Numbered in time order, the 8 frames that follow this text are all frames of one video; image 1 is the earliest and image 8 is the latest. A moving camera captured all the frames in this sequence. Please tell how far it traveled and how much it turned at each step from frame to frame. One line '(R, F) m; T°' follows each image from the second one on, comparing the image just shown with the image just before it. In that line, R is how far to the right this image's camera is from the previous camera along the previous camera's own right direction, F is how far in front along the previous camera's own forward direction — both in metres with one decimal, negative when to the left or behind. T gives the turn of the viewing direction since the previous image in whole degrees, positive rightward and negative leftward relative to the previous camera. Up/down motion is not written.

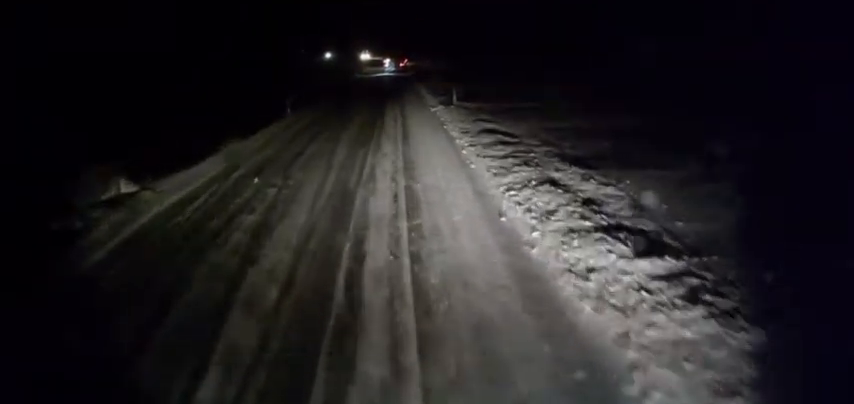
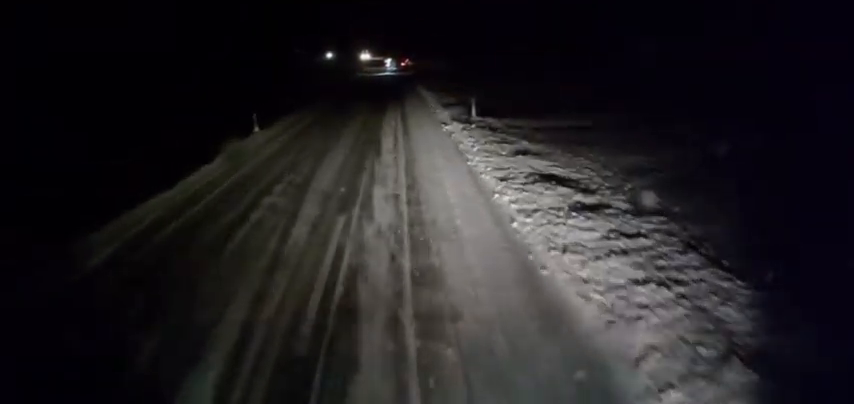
(-0.3, +6.2) m; 0°
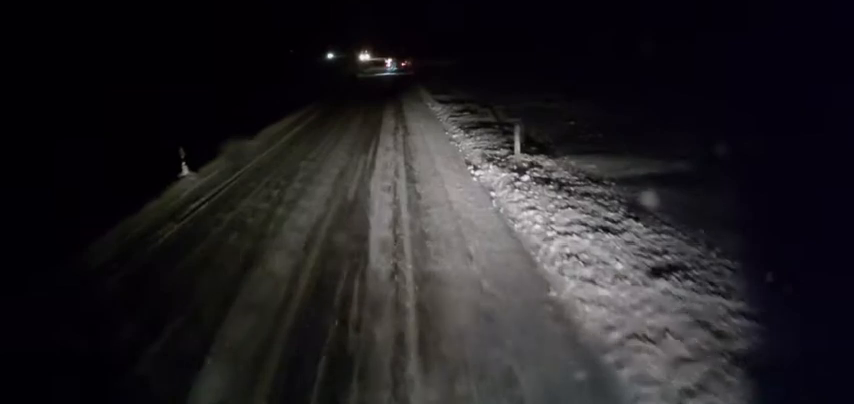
(+0.2, +7.0) m; +4°
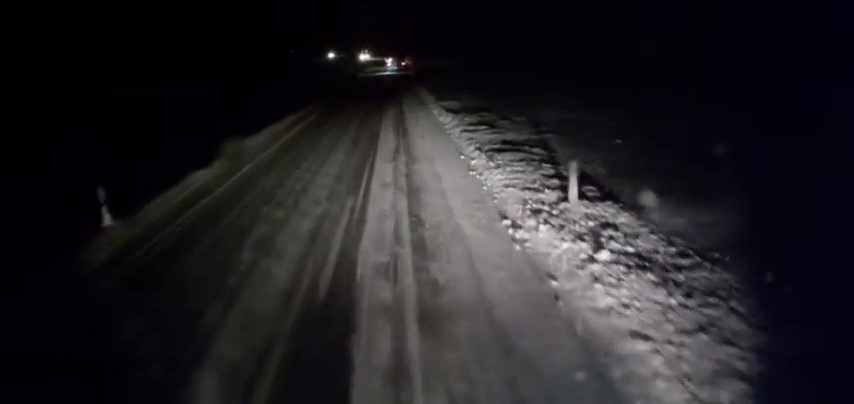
(+0.1, +3.9) m; 0°
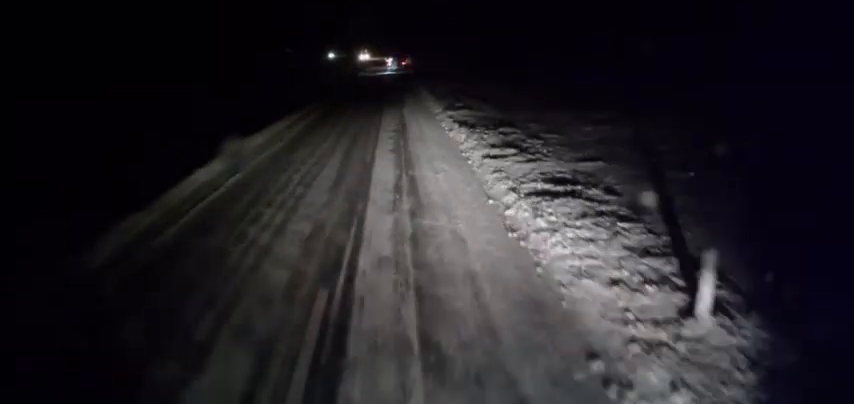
(+0.2, +3.9) m; -2°
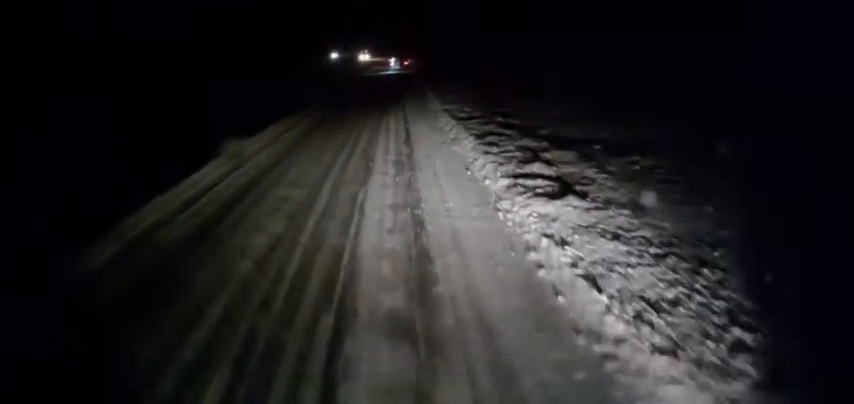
(-0.2, +12.9) m; 0°
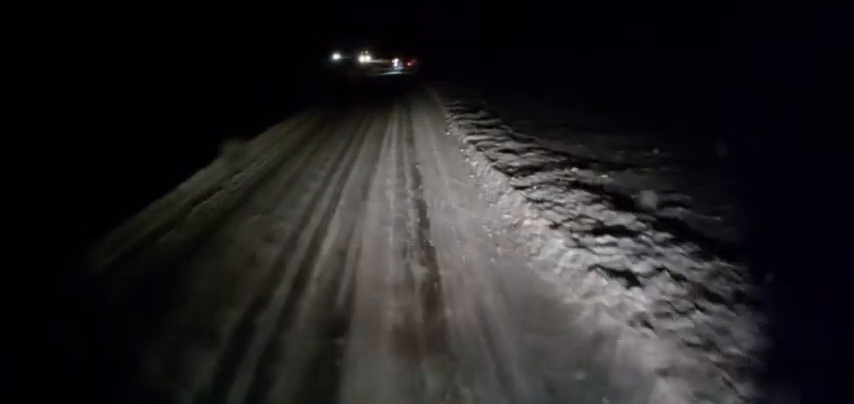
(-0.4, +8.2) m; 0°
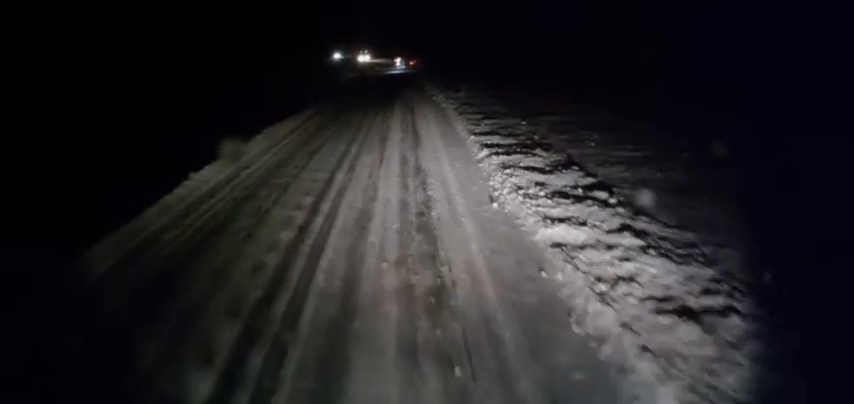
(+0.5, +8.3) m; 0°
